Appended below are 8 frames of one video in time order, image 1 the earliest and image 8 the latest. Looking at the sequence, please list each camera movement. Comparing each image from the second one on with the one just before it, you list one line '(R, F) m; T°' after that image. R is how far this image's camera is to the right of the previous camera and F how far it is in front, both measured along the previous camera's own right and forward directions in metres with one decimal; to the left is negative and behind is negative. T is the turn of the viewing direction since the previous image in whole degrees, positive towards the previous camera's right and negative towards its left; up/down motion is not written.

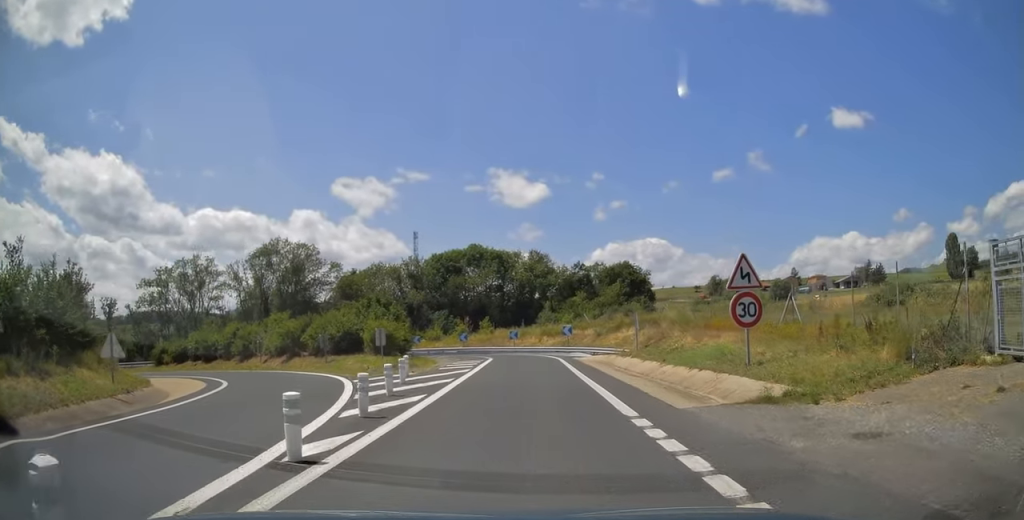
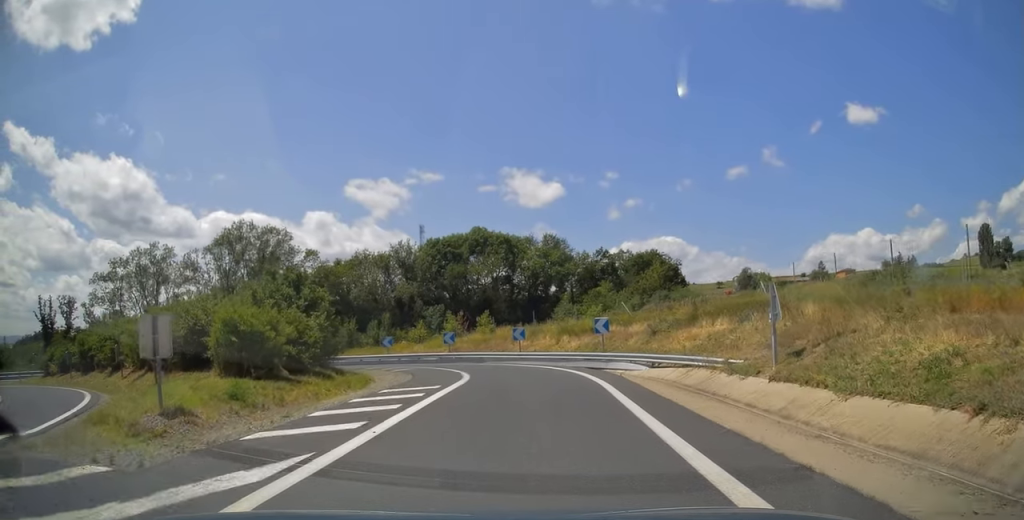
(+0.1, +19.4) m; -3°
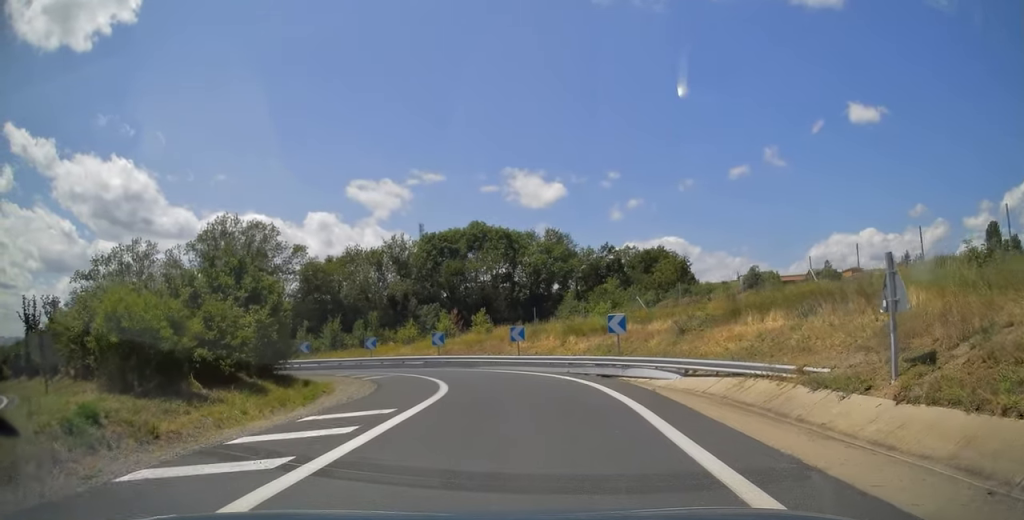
(0.0, +5.7) m; 0°
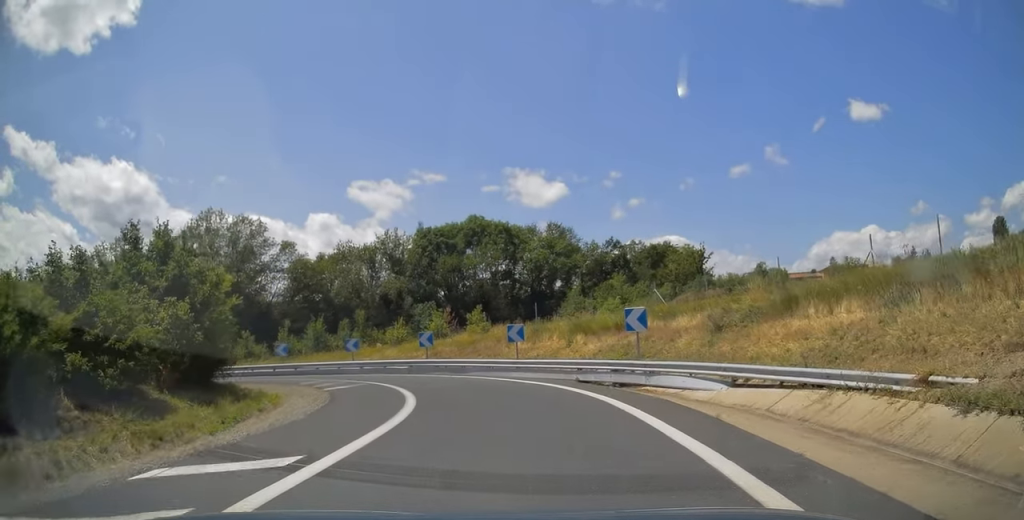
(0.0, +5.0) m; -1°
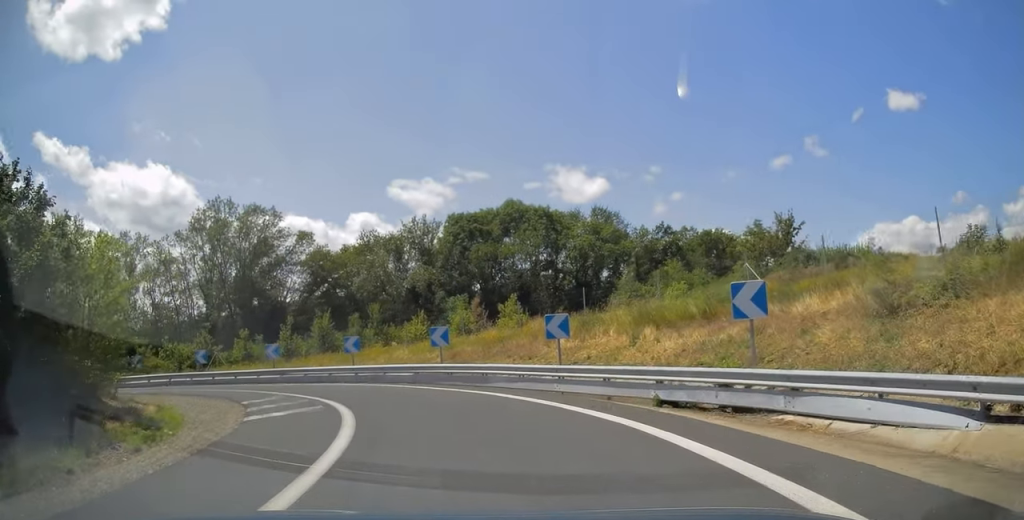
(+0.1, +8.6) m; -6°
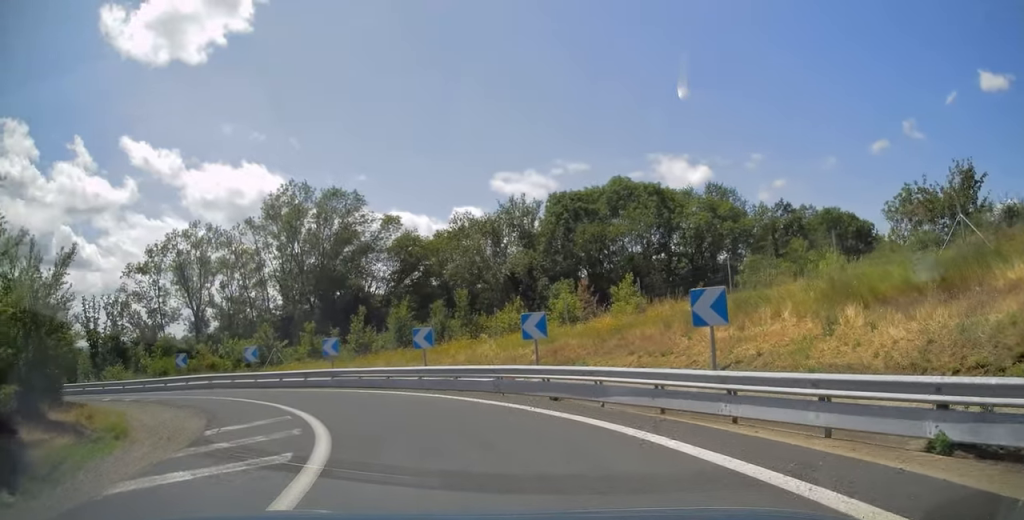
(-0.8, +7.3) m; -9°
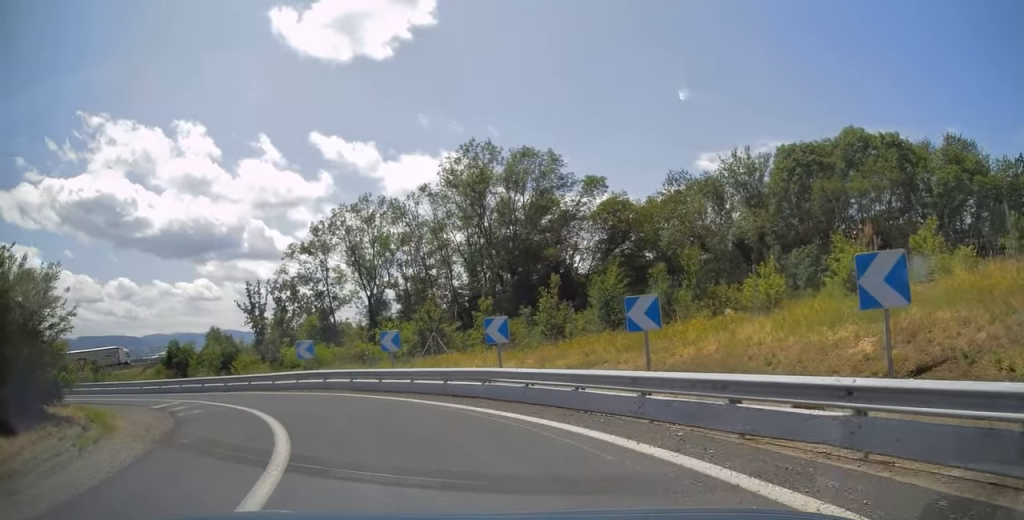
(-1.2, +10.5) m; -19°
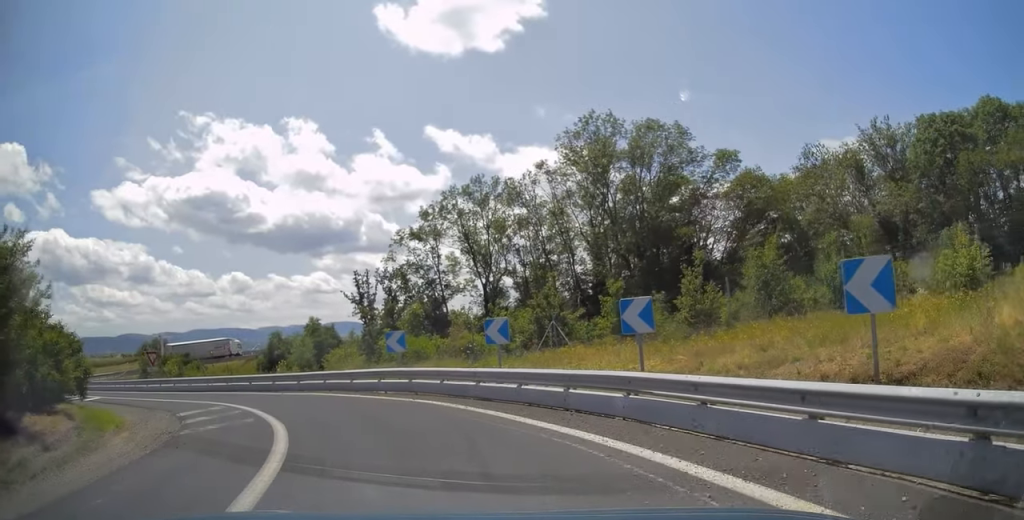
(-0.9, +5.1) m; -12°
